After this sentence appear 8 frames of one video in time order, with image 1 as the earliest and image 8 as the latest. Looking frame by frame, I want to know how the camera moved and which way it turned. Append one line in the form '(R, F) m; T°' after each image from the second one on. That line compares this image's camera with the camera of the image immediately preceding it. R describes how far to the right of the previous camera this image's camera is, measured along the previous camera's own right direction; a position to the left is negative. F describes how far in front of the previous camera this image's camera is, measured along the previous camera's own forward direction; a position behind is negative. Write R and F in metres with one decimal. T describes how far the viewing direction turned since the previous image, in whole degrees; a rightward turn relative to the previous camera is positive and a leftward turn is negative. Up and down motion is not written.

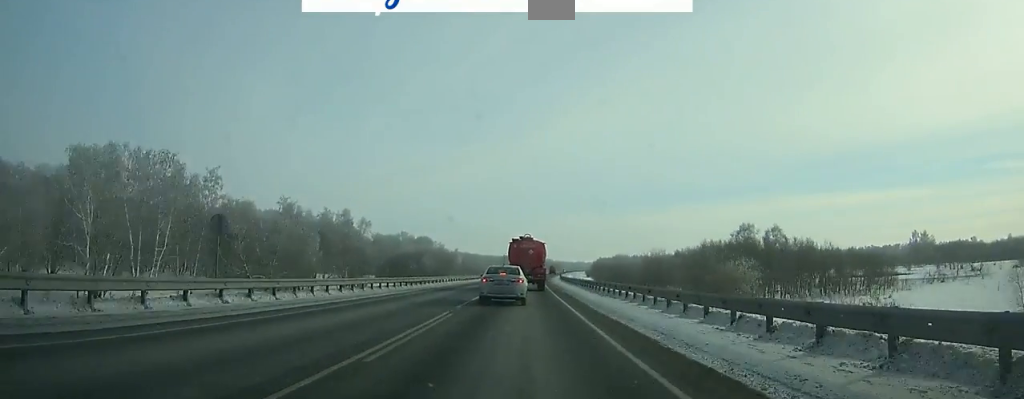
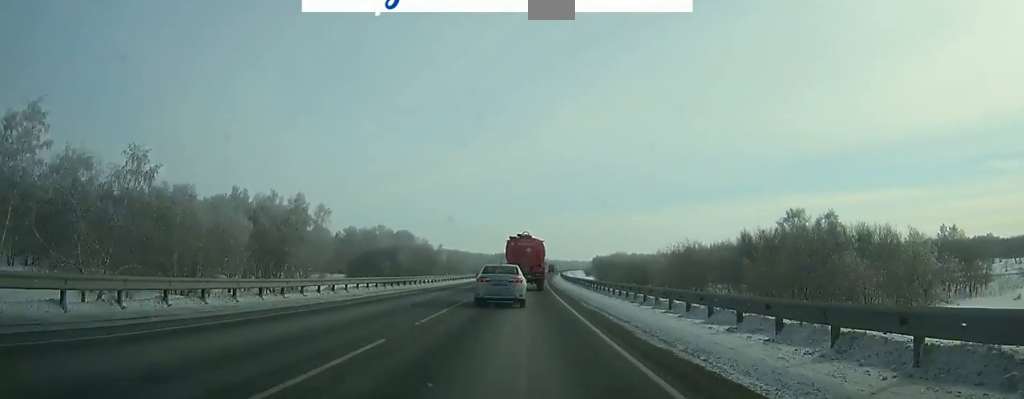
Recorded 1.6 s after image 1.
(+0.1, +30.3) m; +1°
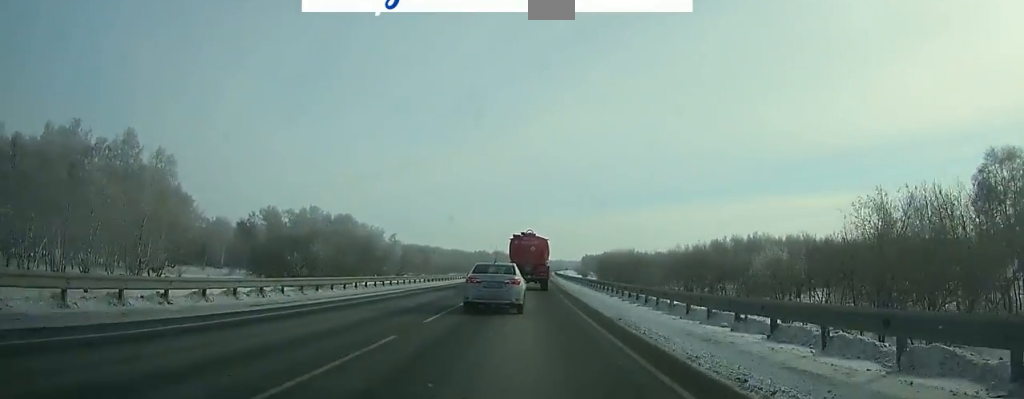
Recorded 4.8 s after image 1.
(+0.8, +59.3) m; +1°
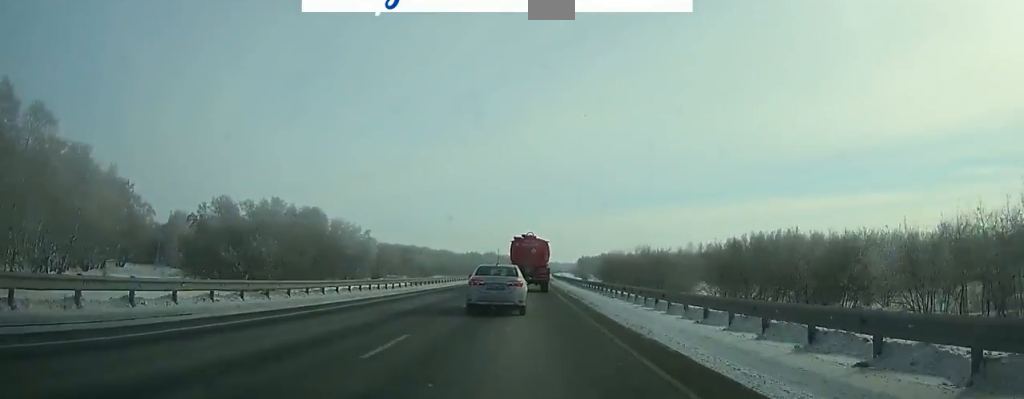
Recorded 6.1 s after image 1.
(+0.2, +23.8) m; 0°
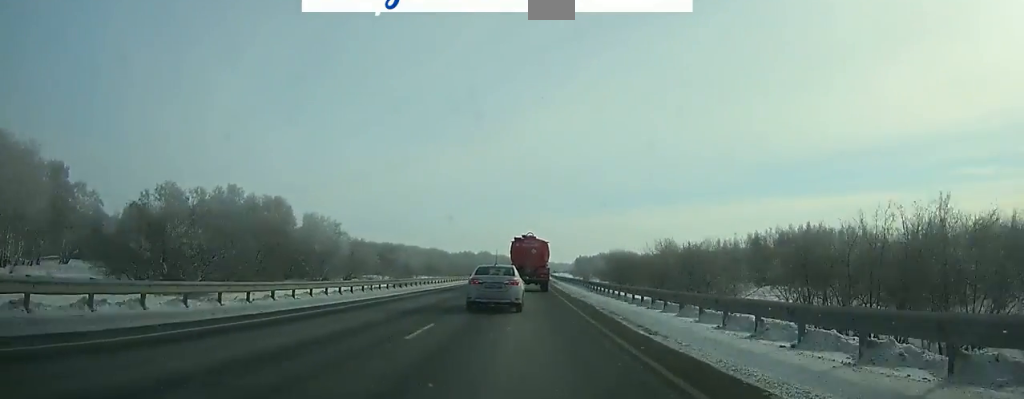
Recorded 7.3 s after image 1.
(+0.1, +22.0) m; 0°
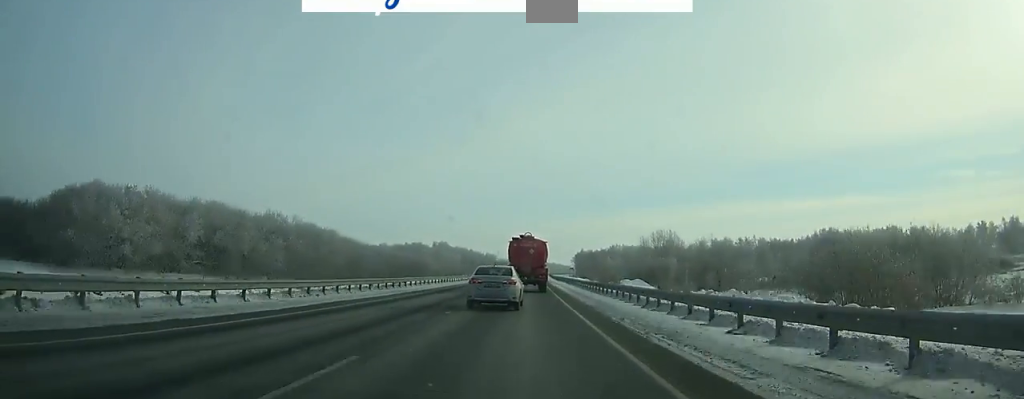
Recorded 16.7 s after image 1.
(+2.5, +172.3) m; +2°
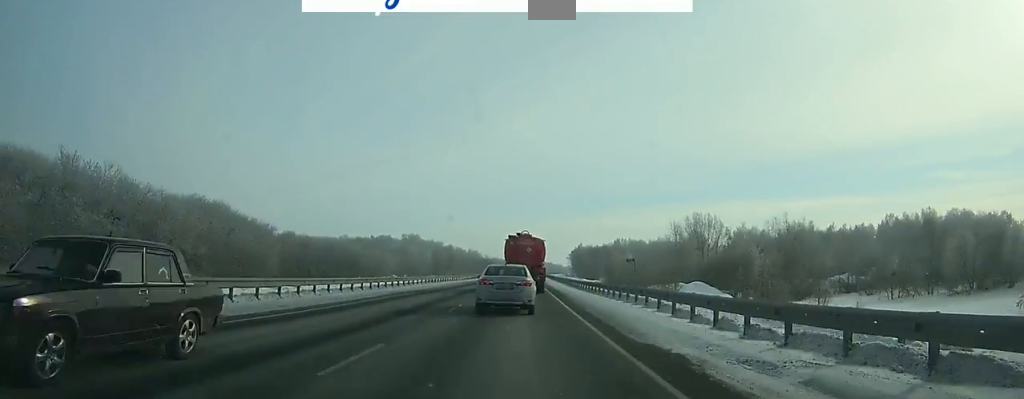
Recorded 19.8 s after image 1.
(+0.5, +56.6) m; +1°
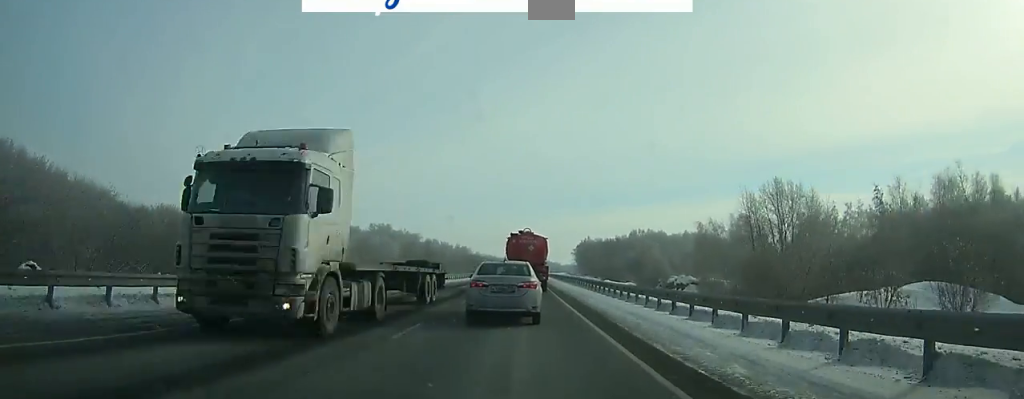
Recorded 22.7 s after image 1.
(+0.2, +52.9) m; +1°
